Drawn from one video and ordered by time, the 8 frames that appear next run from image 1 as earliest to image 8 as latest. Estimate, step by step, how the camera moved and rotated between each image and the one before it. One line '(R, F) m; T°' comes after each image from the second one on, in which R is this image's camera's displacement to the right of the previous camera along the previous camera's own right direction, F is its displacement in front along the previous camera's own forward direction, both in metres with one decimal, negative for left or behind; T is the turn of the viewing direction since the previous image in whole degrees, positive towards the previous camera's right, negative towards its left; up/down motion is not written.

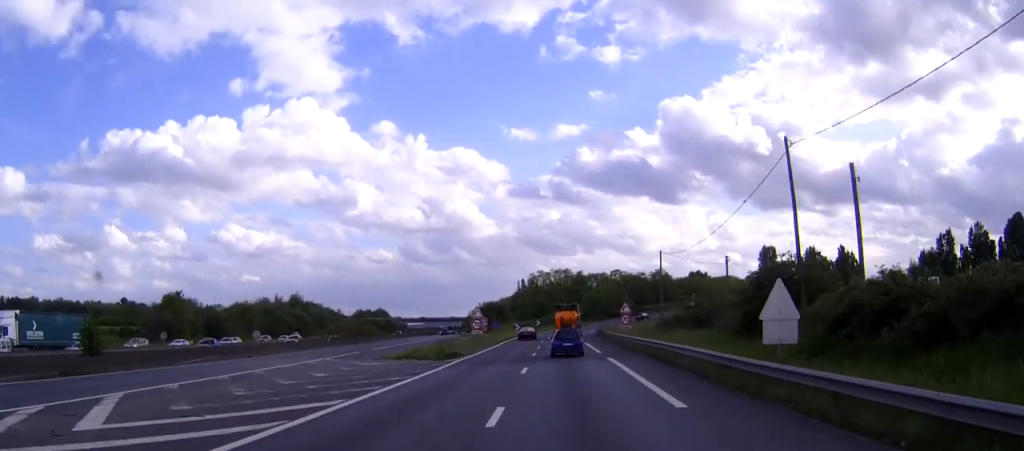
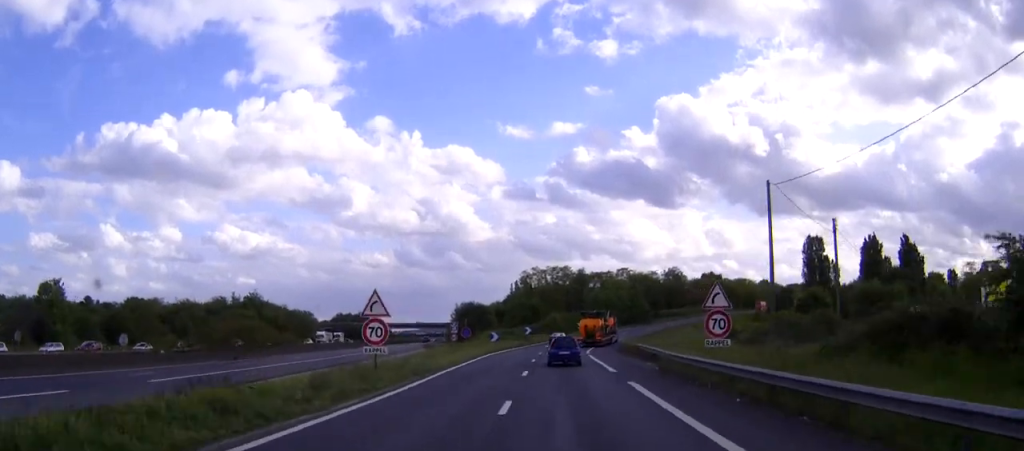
(-0.1, +36.2) m; 0°
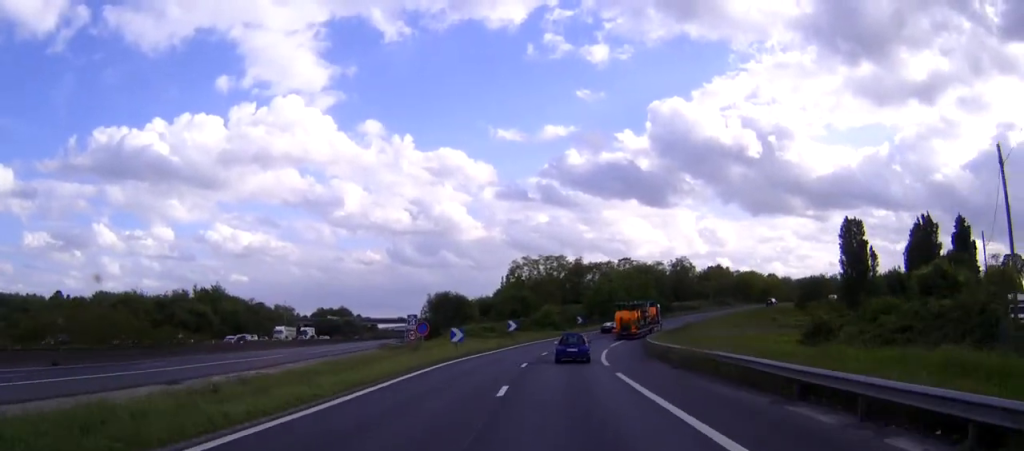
(+0.1, +24.0) m; +1°
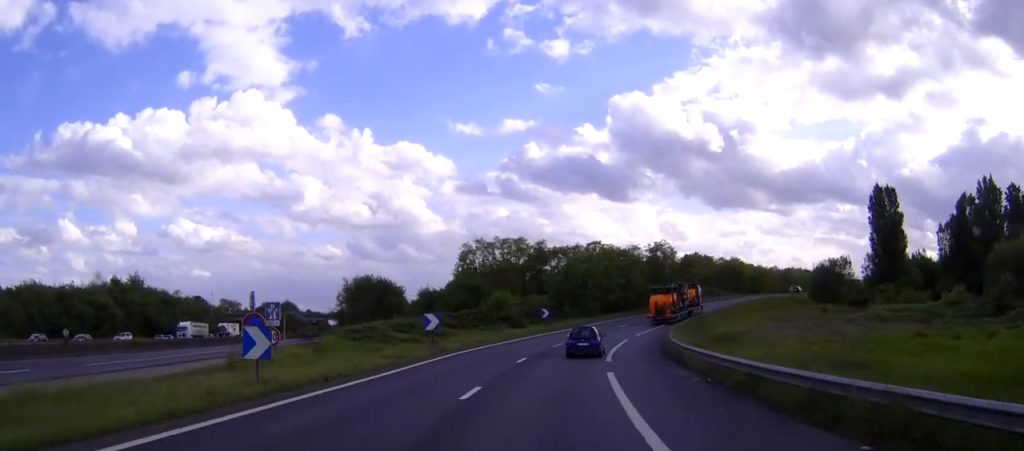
(+0.3, +27.7) m; +2°
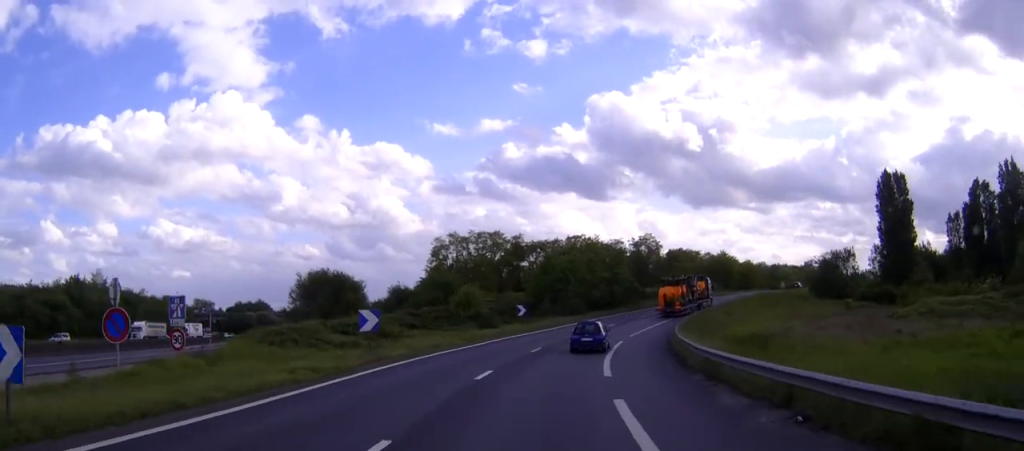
(+0.2, +9.4) m; +1°
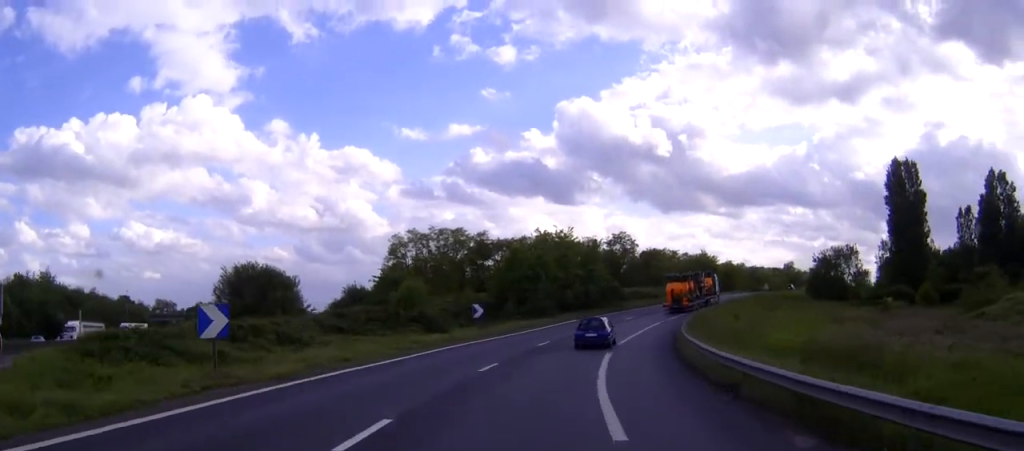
(0.0, +11.5) m; +2°
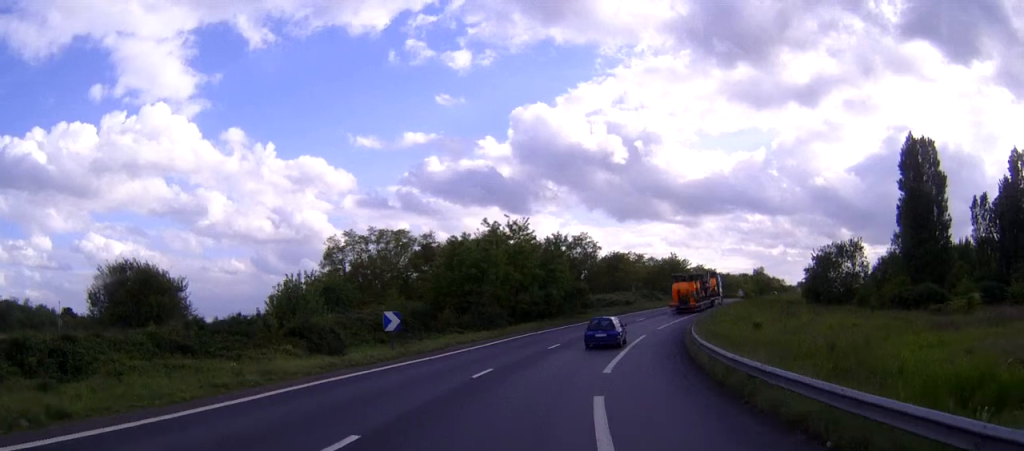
(+0.3, +14.2) m; +3°
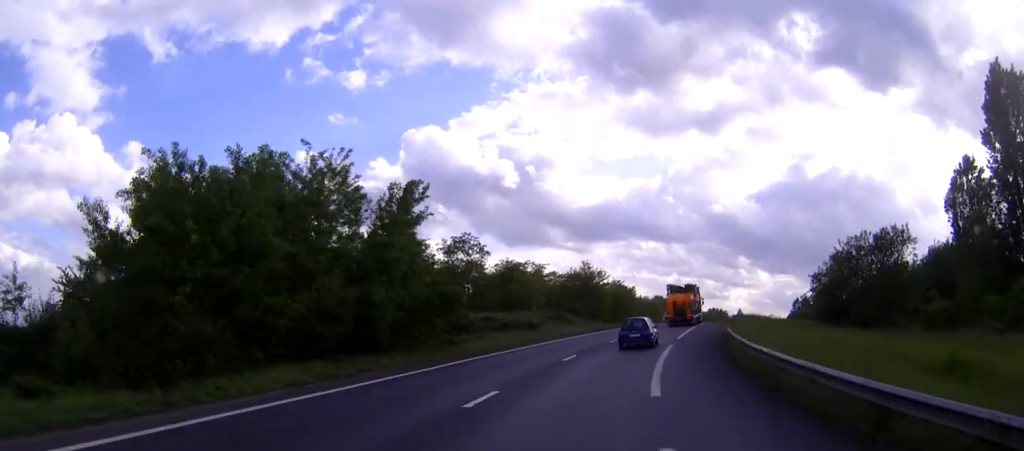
(+2.2, +32.1) m; +8°
